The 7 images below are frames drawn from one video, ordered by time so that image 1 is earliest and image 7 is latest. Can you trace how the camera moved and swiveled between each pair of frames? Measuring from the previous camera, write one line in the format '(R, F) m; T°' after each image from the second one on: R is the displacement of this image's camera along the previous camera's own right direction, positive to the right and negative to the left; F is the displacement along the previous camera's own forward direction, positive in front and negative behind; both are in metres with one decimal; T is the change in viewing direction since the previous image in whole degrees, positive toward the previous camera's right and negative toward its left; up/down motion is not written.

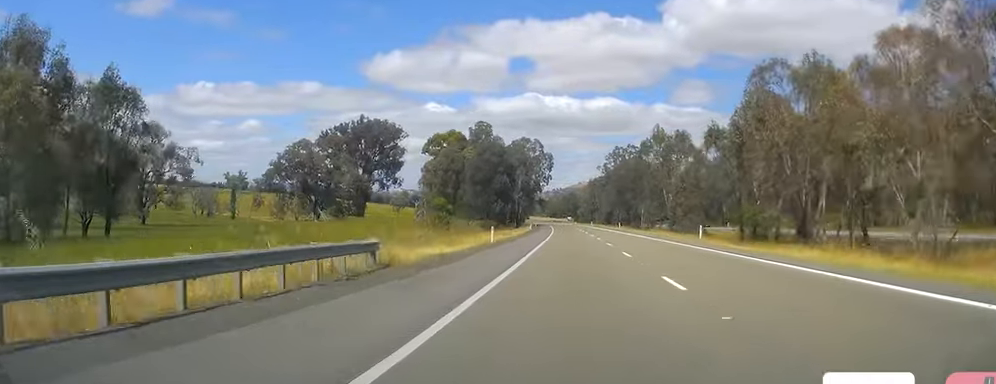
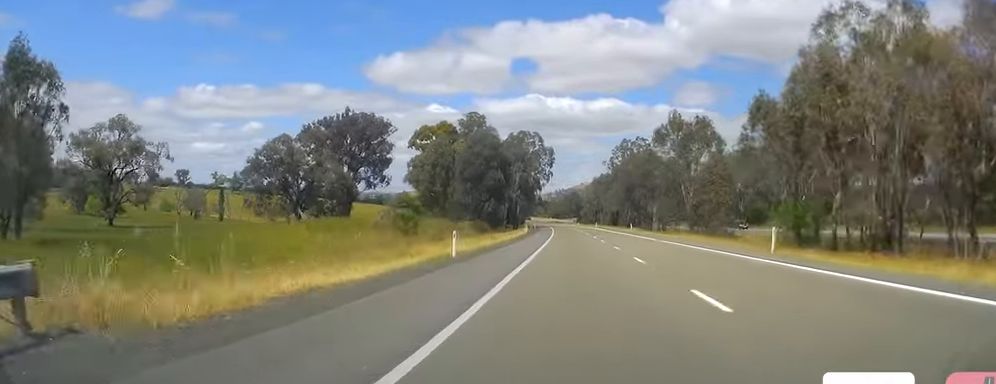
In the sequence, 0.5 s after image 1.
(0.0, +15.2) m; 0°
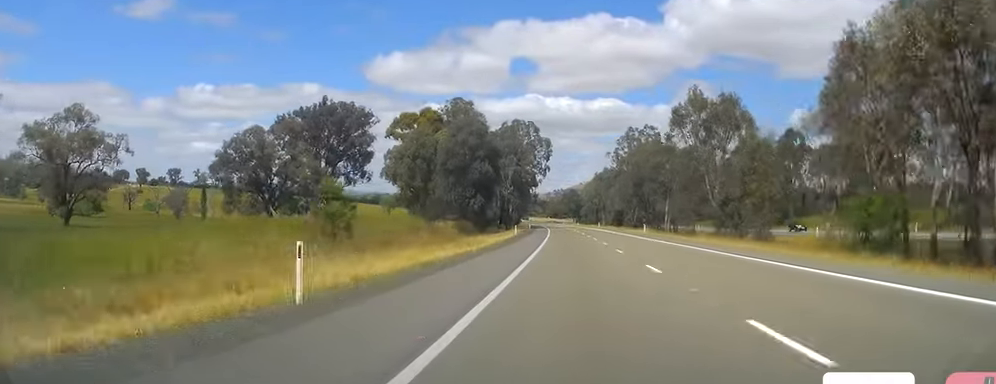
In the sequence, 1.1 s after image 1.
(0.0, +16.2) m; 0°
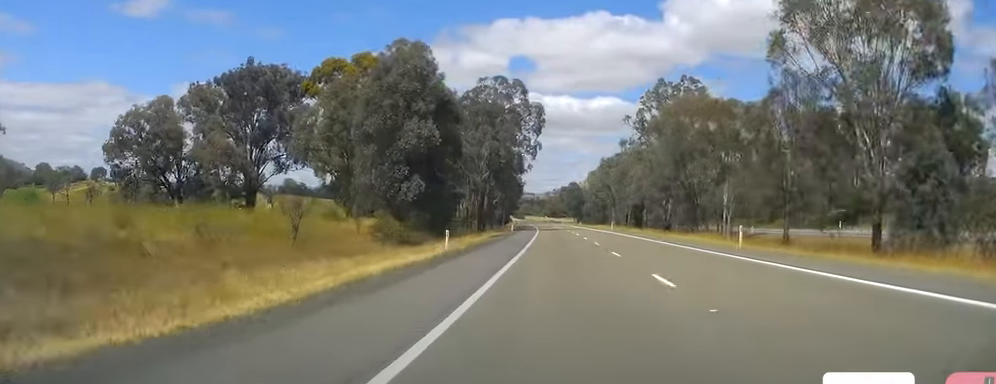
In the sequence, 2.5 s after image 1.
(0.0, +39.8) m; -1°
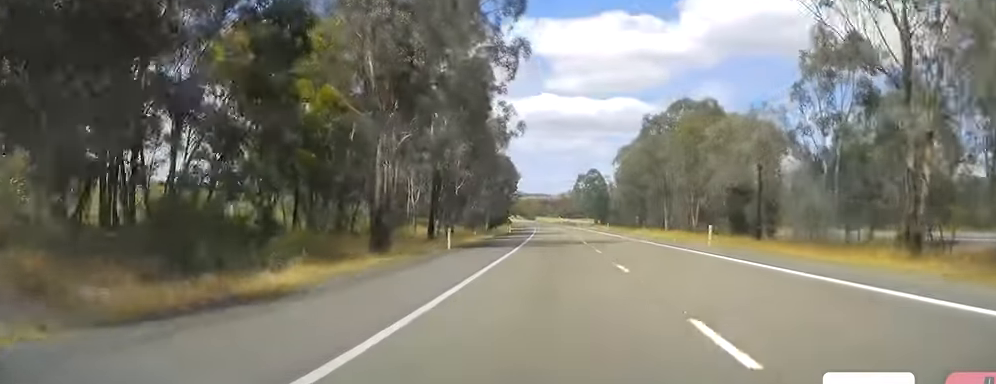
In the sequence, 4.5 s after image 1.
(-0.6, +55.6) m; 0°
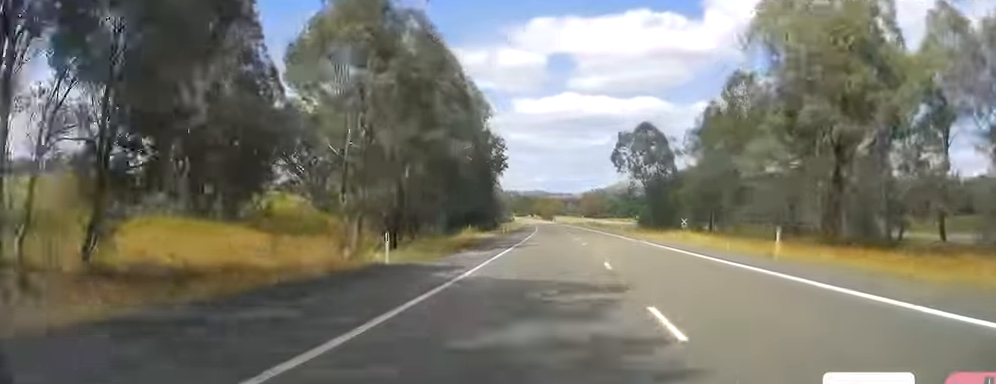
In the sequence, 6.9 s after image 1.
(-1.3, +70.0) m; -3°
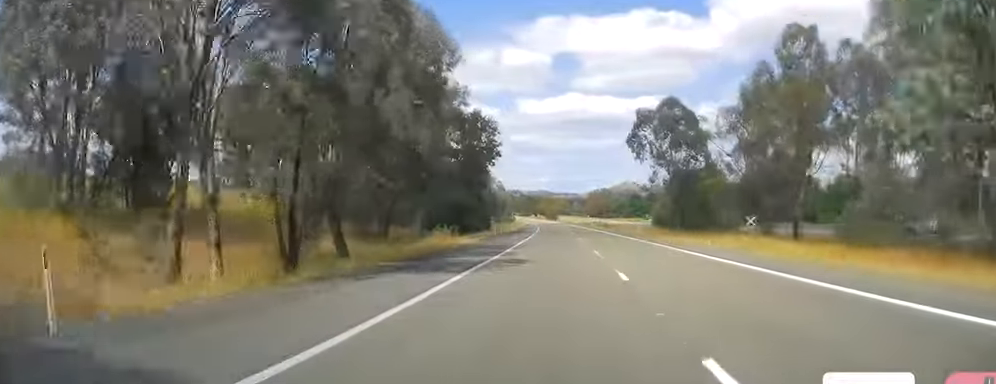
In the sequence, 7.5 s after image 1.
(-0.1, +16.1) m; 0°
